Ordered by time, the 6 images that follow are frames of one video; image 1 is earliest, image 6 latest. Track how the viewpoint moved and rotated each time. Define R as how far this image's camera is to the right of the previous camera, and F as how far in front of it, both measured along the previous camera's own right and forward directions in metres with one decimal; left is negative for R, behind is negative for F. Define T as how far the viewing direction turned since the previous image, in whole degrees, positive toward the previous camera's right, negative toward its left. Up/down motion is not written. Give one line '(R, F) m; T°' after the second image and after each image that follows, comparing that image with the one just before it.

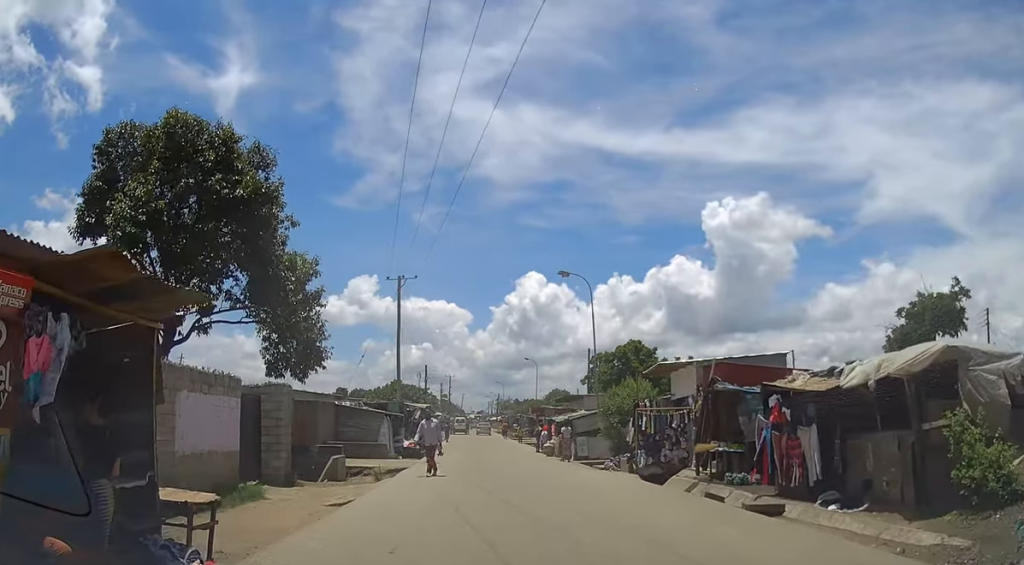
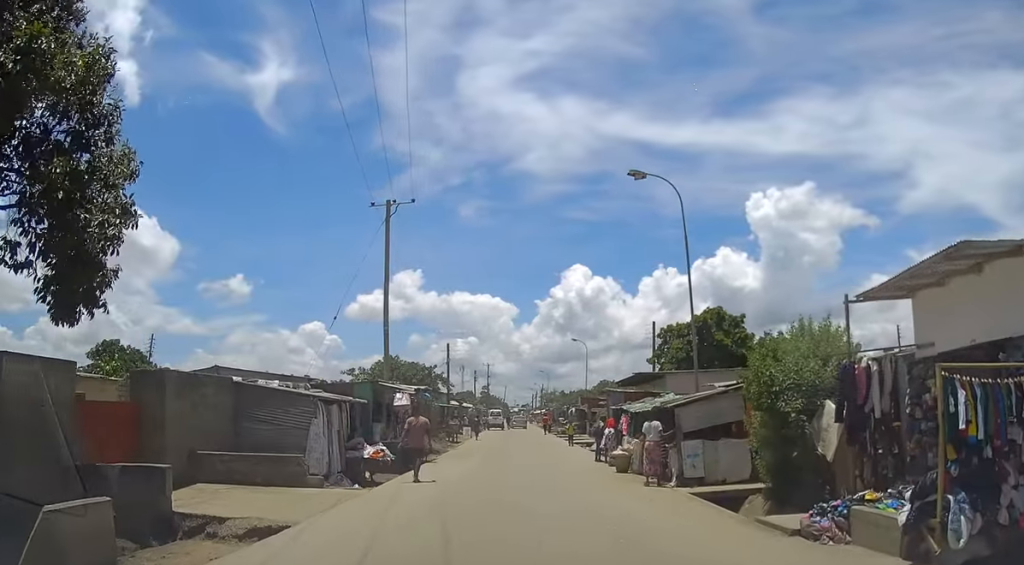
(-0.7, +14.2) m; -5°
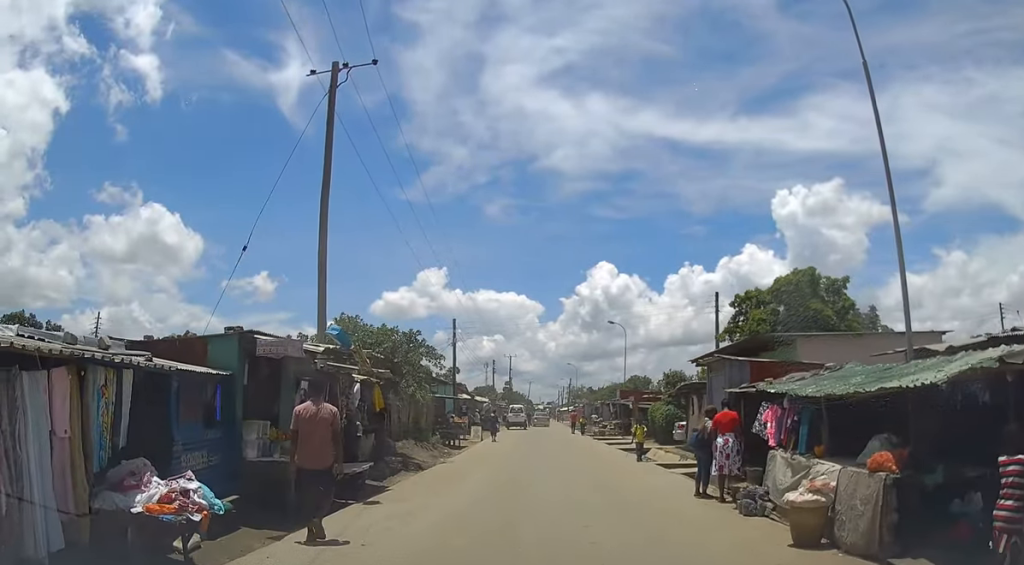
(-0.3, +12.1) m; -2°
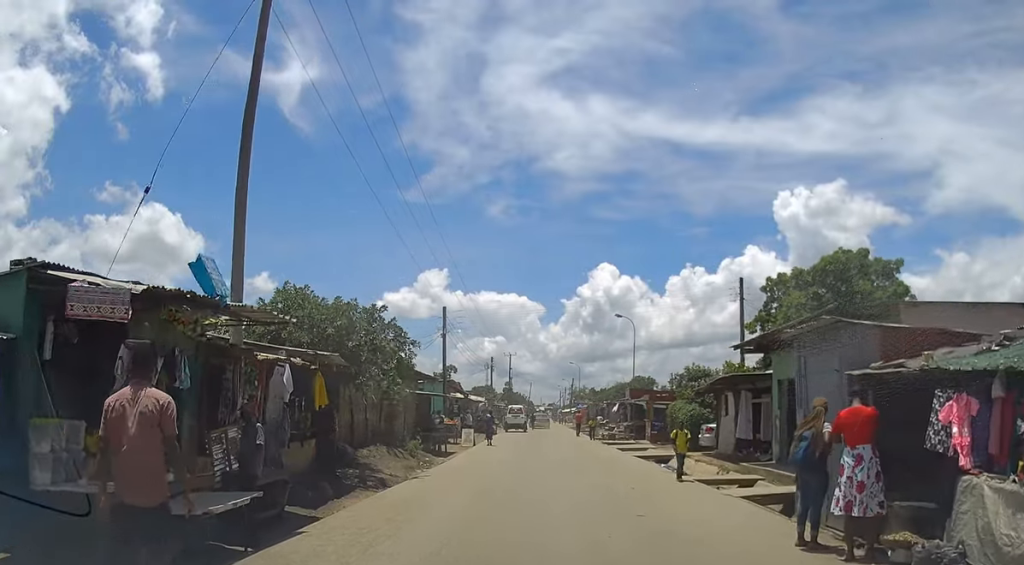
(0.0, +5.1) m; 0°
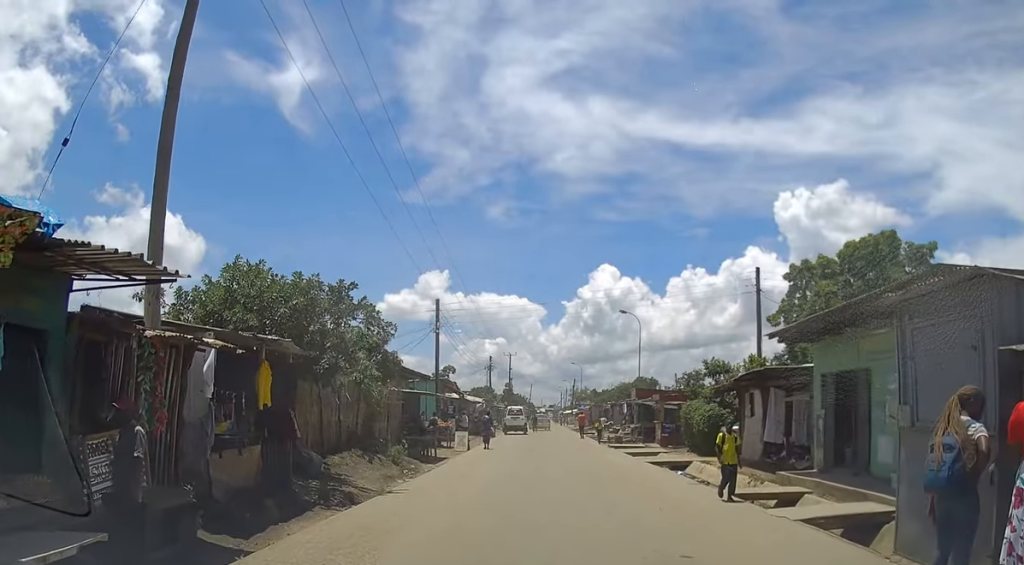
(0.0, +2.8) m; 0°
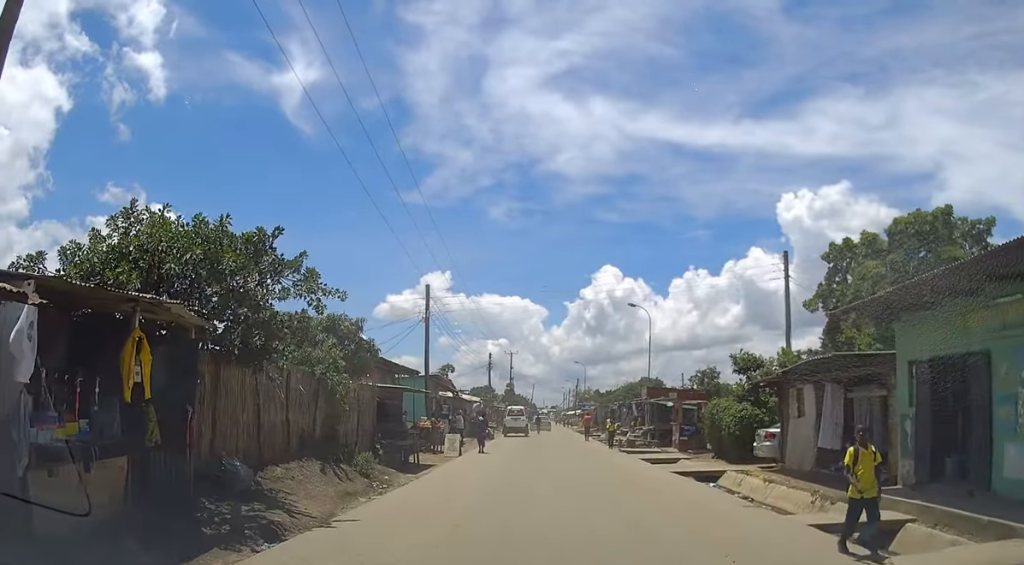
(0.0, +3.8) m; +2°
